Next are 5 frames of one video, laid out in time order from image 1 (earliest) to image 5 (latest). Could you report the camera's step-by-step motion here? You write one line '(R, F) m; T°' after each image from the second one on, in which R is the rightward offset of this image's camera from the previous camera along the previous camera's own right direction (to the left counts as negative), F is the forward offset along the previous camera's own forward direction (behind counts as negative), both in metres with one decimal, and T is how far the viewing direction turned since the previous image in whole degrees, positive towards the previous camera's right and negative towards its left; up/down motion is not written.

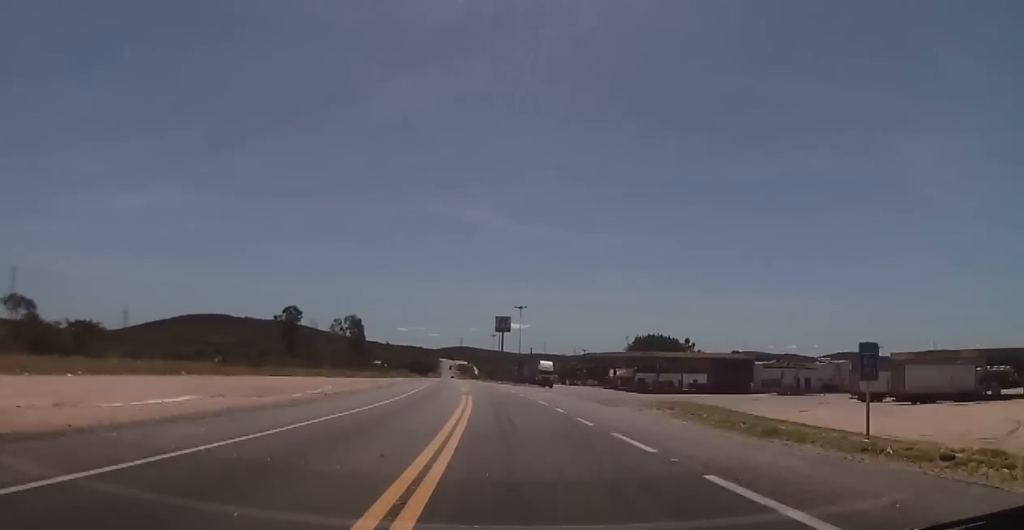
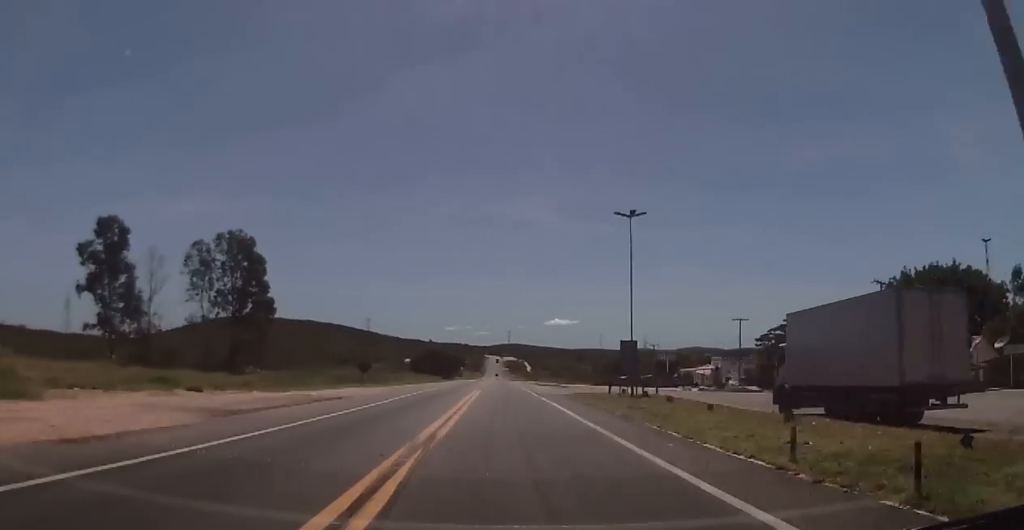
(-7.8, +118.1) m; -6°
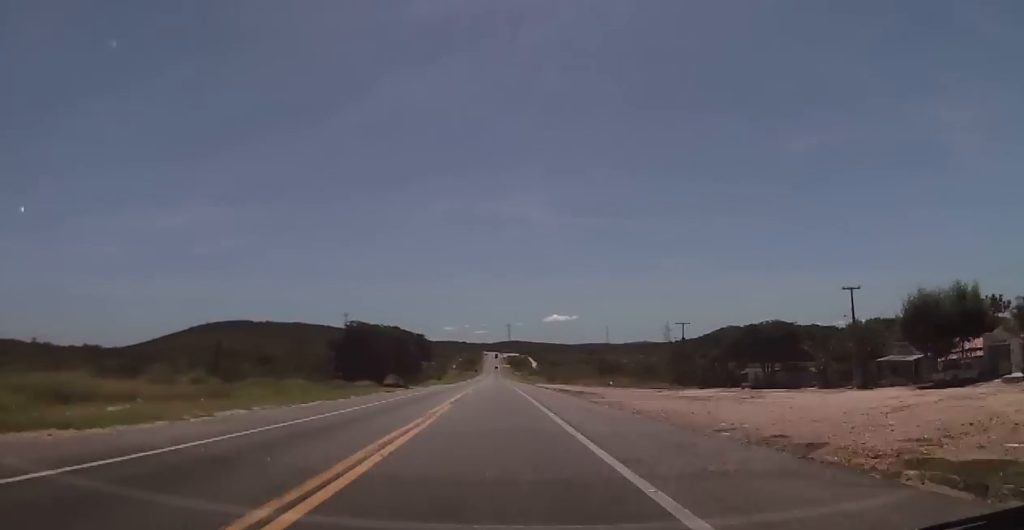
(0.0, +88.1) m; 0°
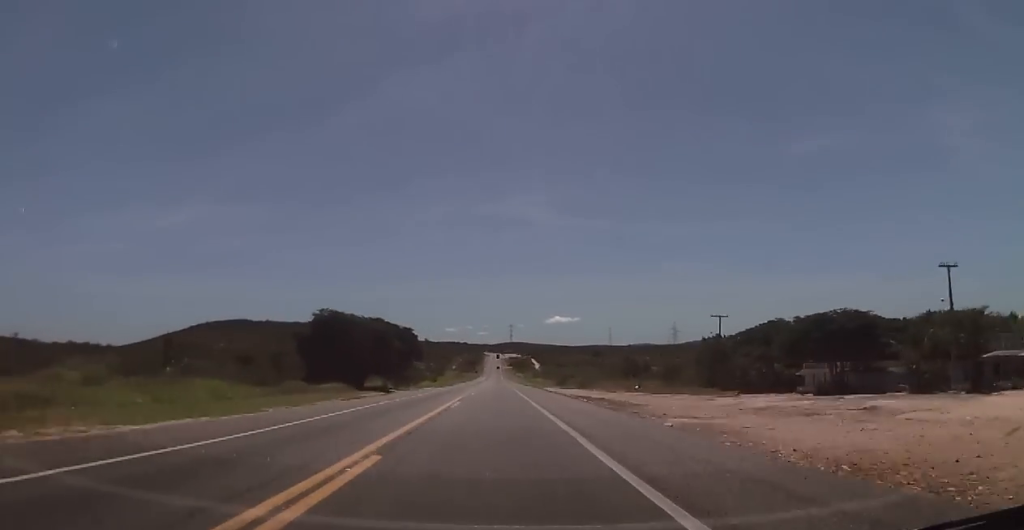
(+0.1, +15.7) m; 0°
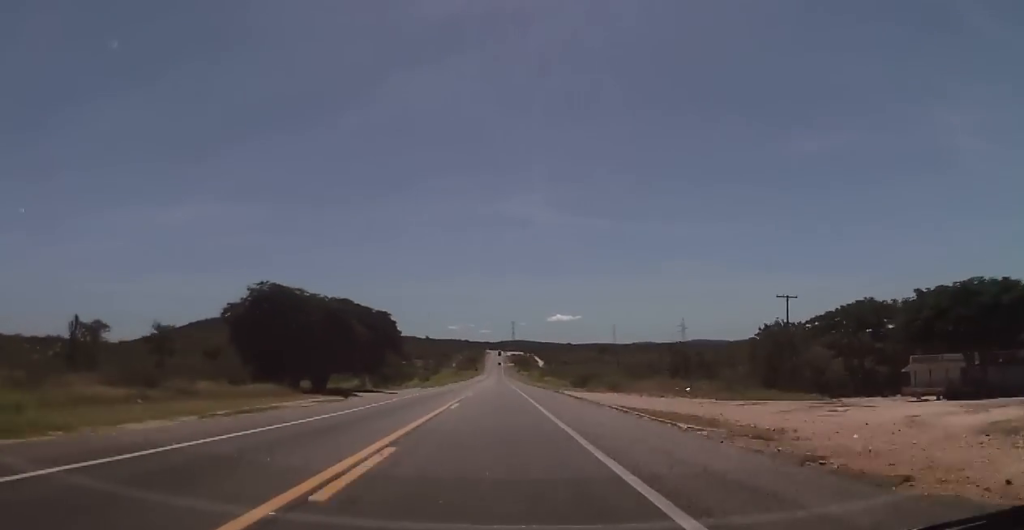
(-0.4, +19.5) m; 0°
